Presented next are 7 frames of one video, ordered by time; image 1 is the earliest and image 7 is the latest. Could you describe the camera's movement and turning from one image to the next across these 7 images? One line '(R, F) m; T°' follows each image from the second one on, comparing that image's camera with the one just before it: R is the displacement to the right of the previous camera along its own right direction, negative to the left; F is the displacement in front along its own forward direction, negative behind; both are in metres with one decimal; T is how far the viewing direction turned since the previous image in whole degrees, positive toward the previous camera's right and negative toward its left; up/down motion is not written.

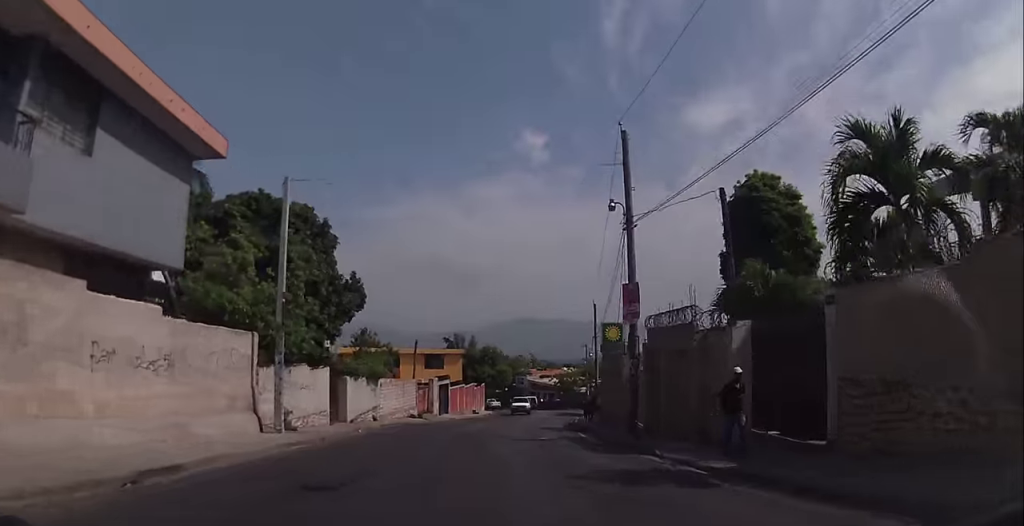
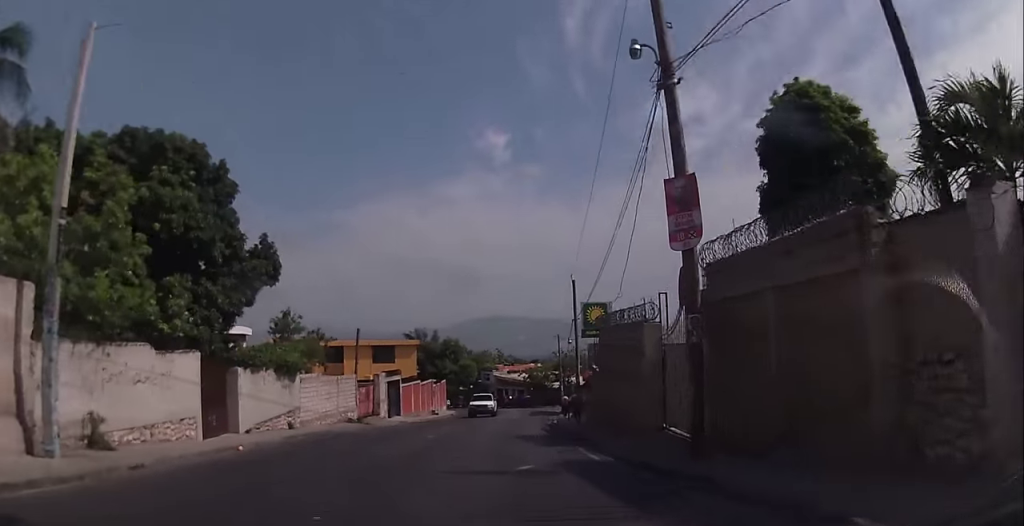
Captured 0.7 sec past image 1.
(0.0, +8.7) m; +2°
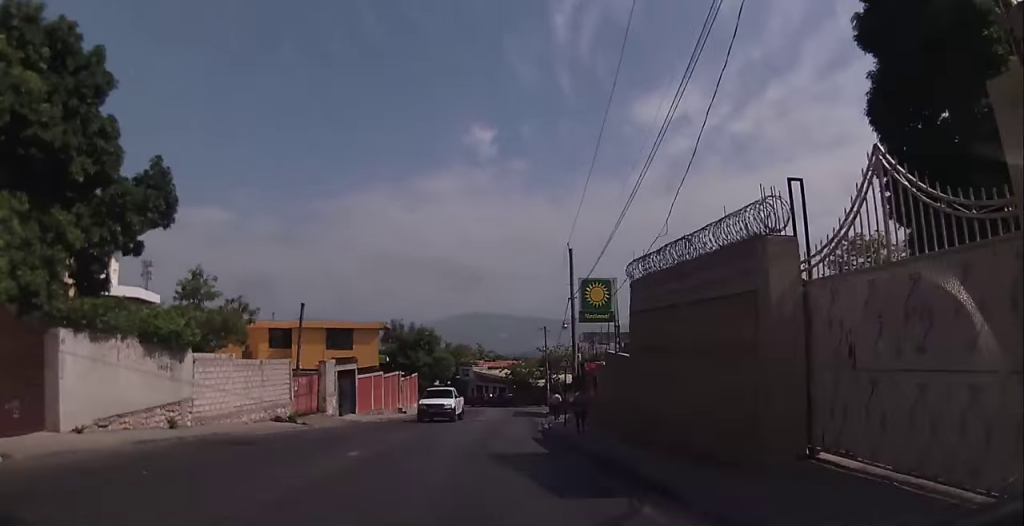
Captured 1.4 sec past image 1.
(+0.3, +8.3) m; +2°
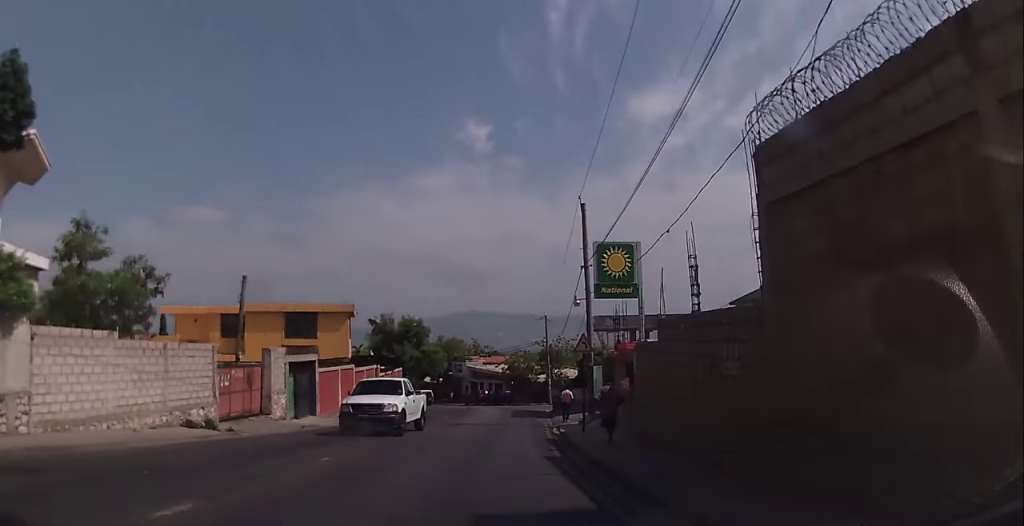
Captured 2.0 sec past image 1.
(+0.2, +8.2) m; +1°
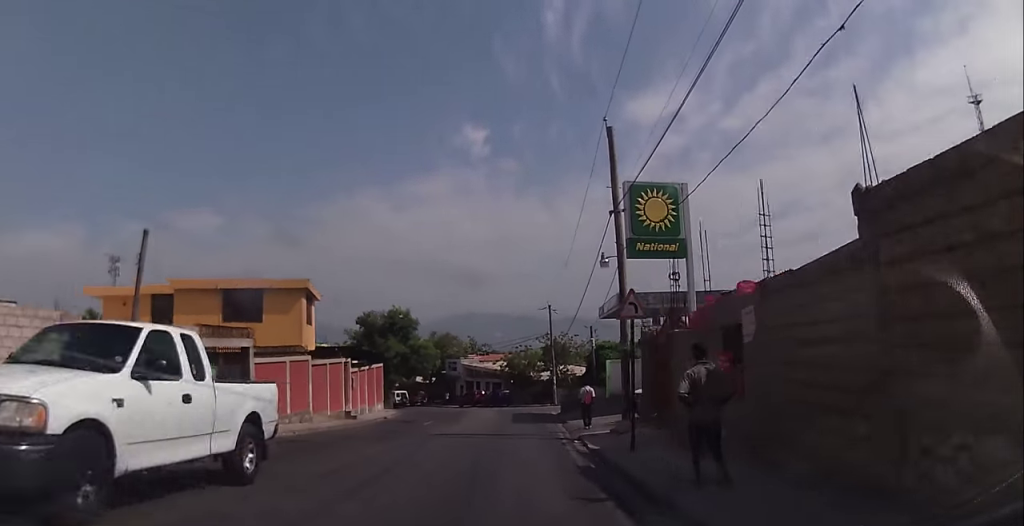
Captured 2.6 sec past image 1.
(+0.1, +9.2) m; +1°
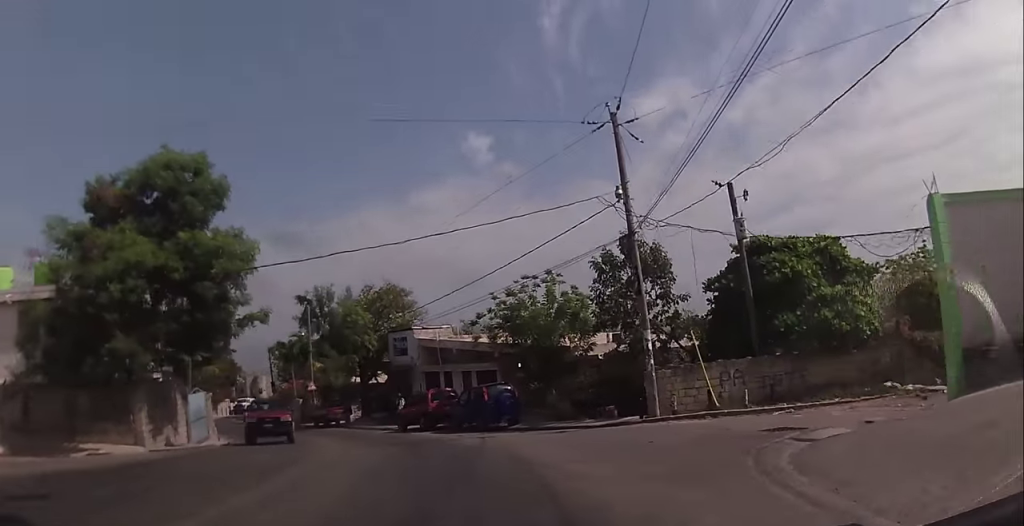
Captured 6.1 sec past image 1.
(-0.5, +45.1) m; -3°
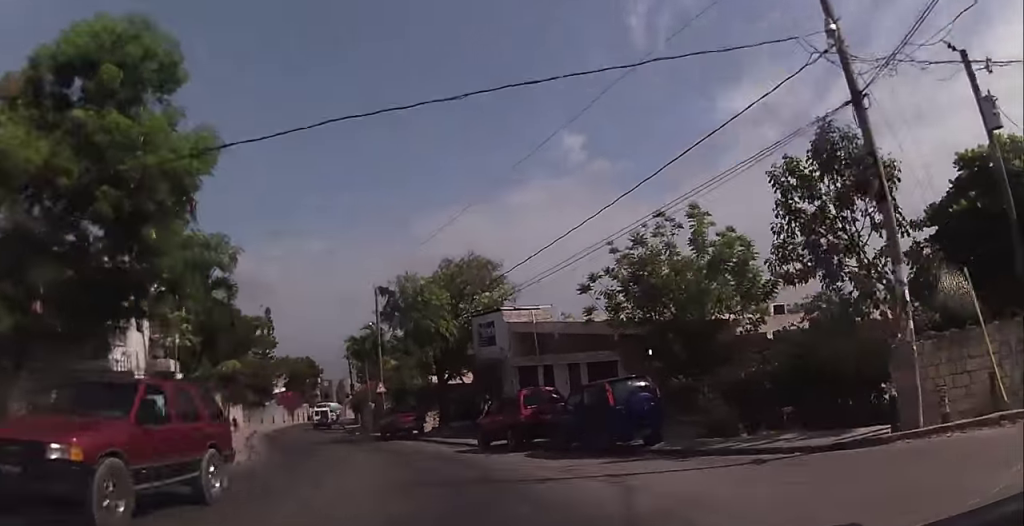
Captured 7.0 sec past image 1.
(-0.1, +9.8) m; -4°
